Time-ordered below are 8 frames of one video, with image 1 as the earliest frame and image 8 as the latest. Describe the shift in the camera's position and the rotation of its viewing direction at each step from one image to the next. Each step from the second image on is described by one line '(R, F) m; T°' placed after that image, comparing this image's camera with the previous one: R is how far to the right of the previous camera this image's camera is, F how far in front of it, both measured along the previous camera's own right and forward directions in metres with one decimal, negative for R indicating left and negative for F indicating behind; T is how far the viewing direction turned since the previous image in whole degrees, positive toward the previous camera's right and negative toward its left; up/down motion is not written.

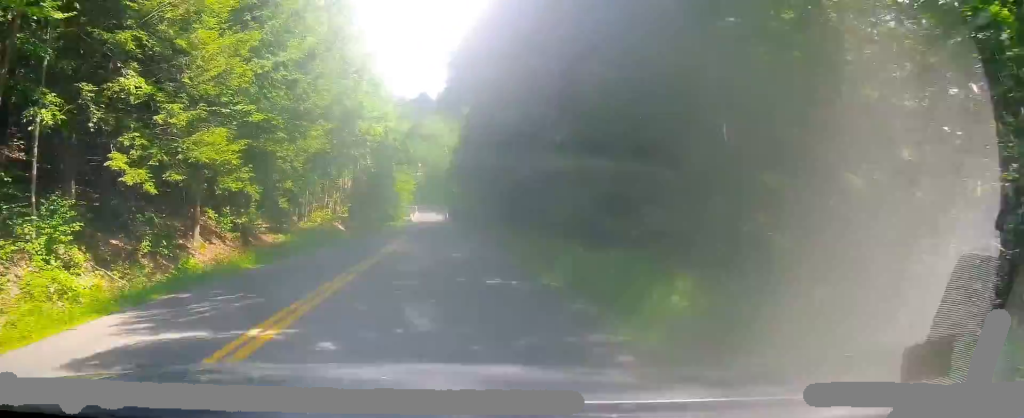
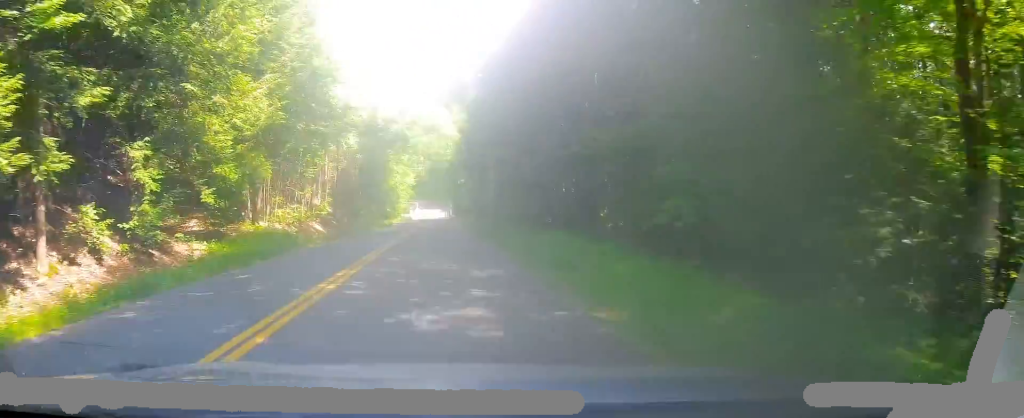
(-0.1, +9.7) m; -1°
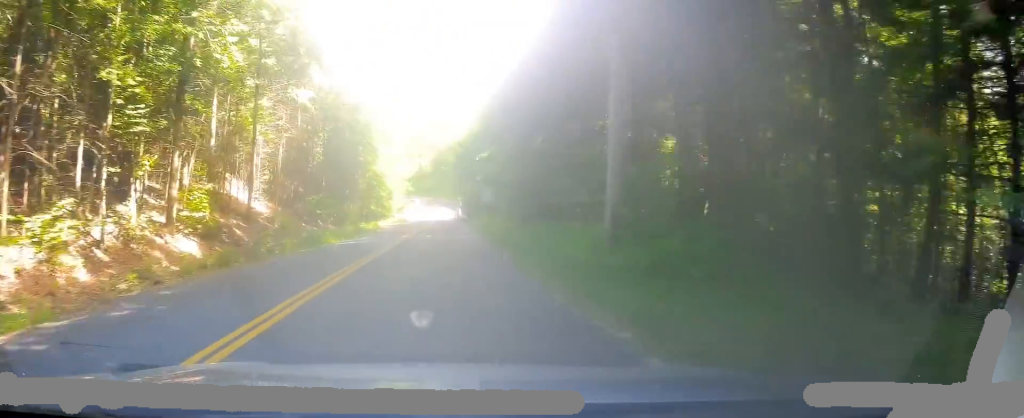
(0.0, +23.9) m; 0°
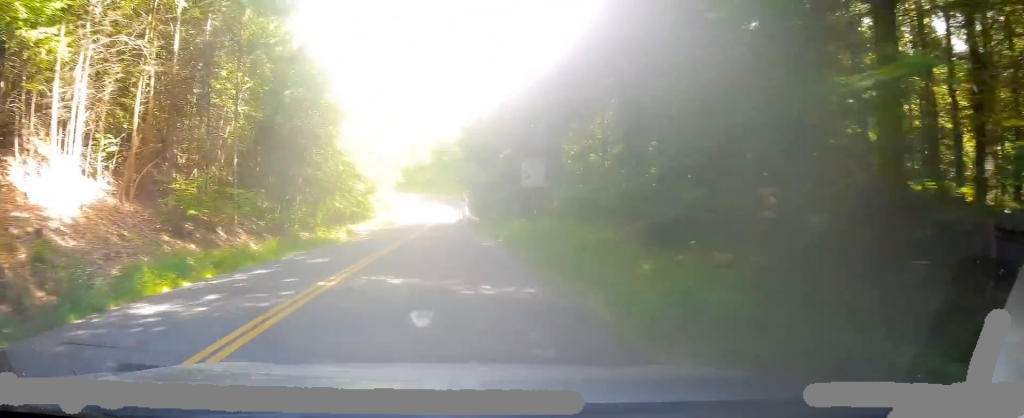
(0.0, +20.4) m; 0°
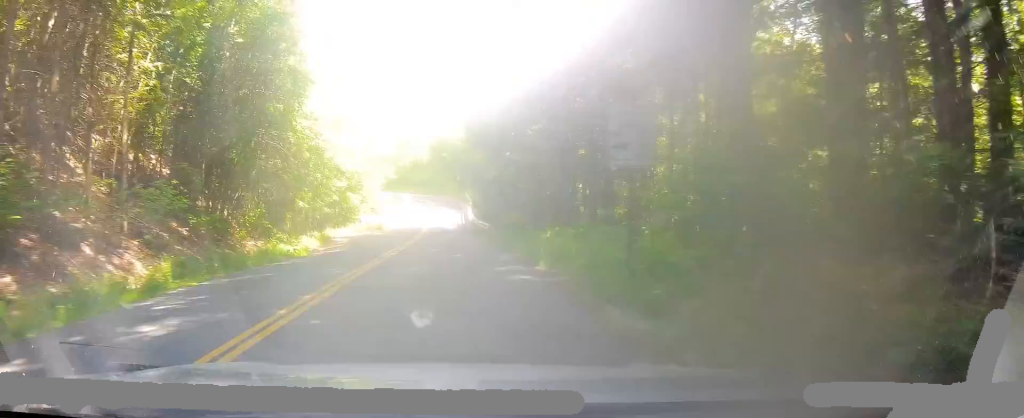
(0.0, +10.0) m; 0°
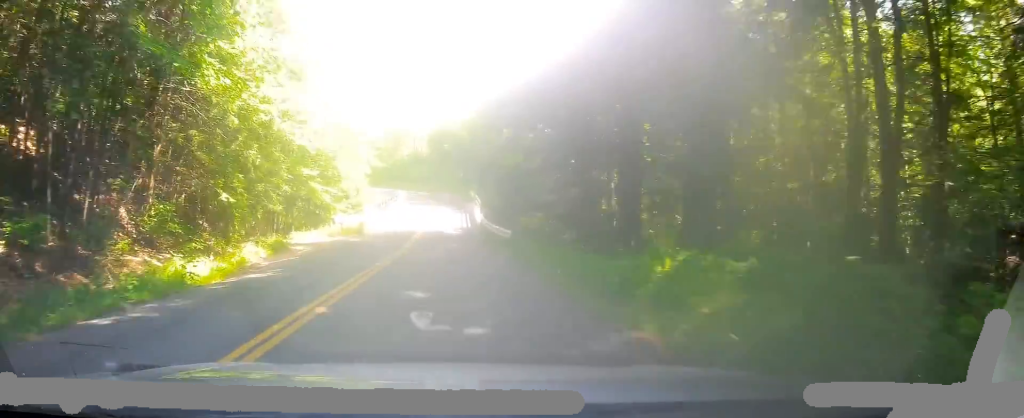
(0.0, +10.4) m; 0°
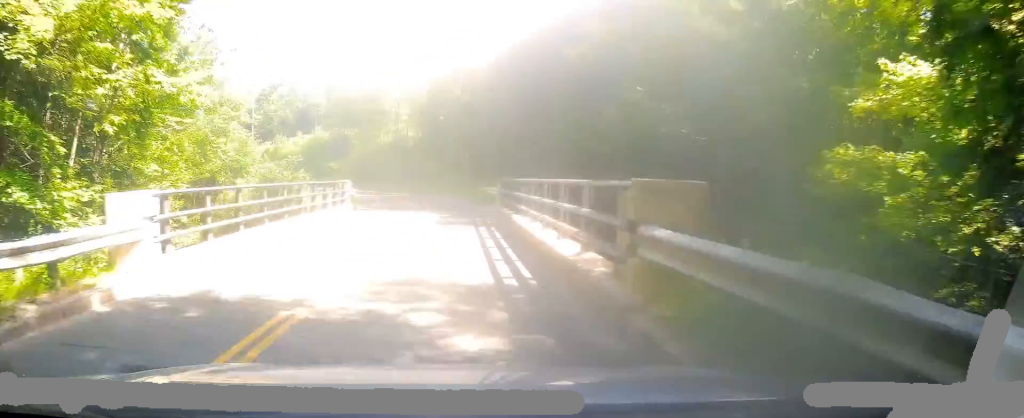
(-1.5, +27.2) m; -3°
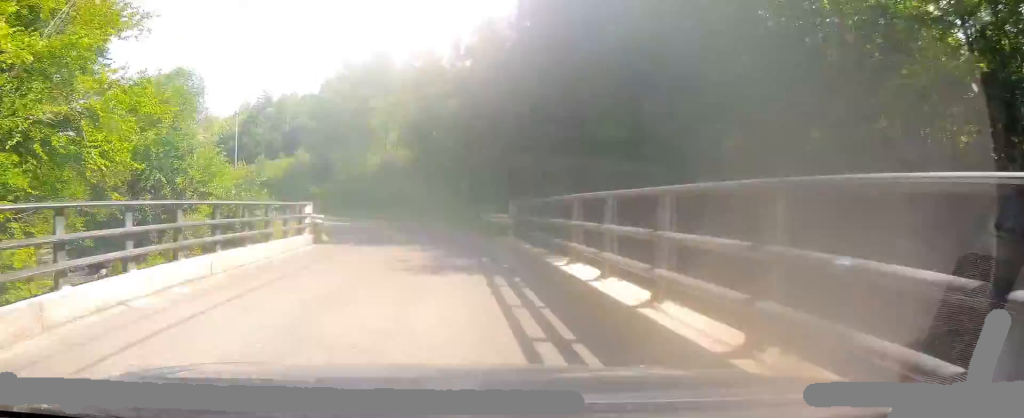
(+0.3, +6.7) m; 0°
